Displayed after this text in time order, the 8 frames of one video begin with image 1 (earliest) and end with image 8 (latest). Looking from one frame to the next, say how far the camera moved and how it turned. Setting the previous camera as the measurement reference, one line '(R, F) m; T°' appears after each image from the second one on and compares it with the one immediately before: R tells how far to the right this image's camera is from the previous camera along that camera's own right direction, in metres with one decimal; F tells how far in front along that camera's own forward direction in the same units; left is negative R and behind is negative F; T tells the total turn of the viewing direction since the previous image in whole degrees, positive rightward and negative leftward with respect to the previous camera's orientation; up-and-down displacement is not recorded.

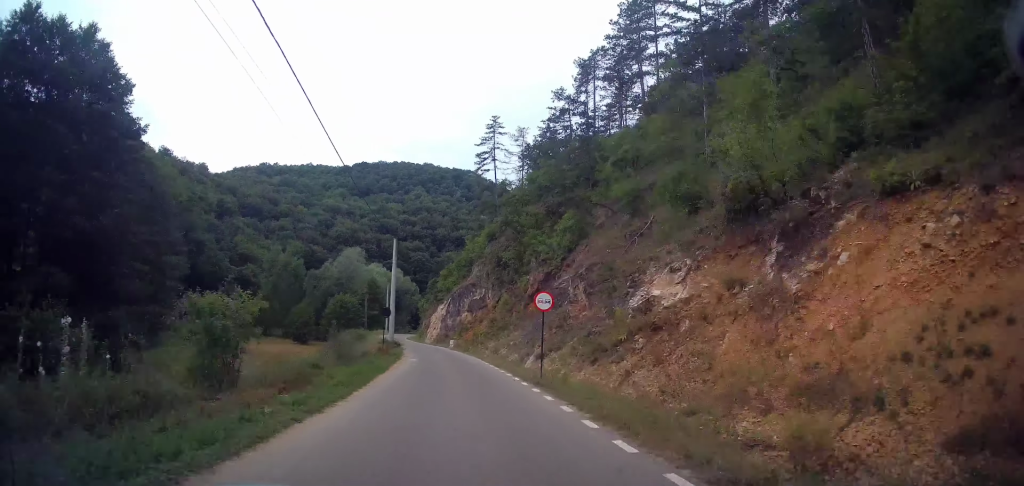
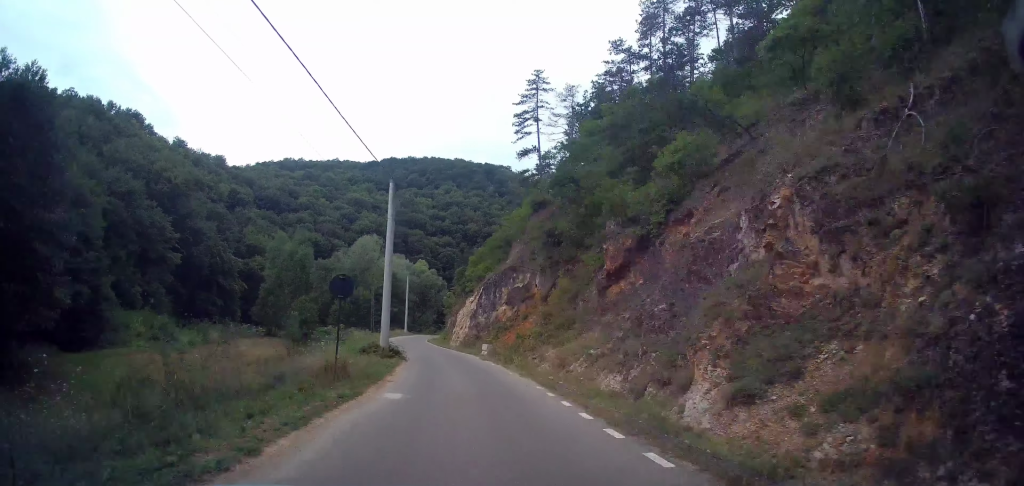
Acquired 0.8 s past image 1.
(-0.3, +14.7) m; -2°
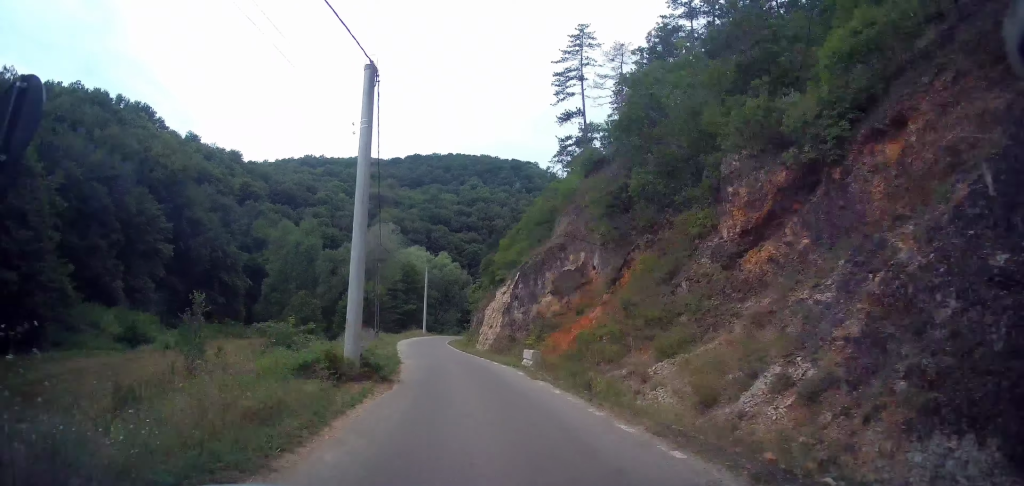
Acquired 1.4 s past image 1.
(+0.1, +10.5) m; -3°
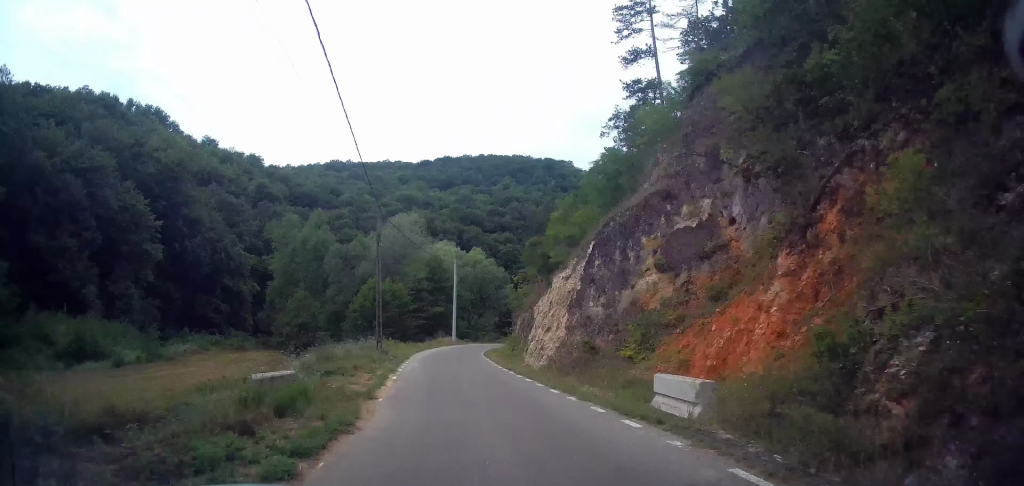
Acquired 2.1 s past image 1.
(-0.7, +12.0) m; -3°
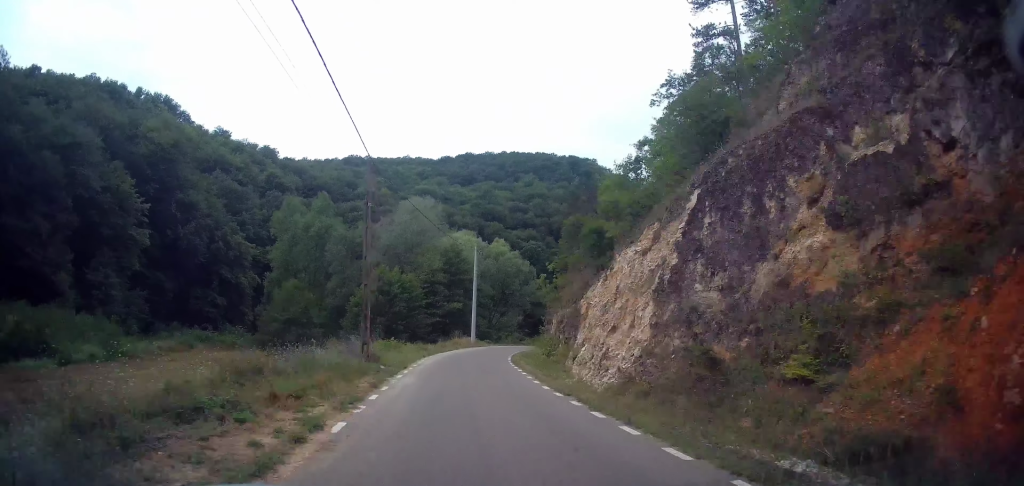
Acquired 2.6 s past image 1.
(-0.3, +7.9) m; -2°
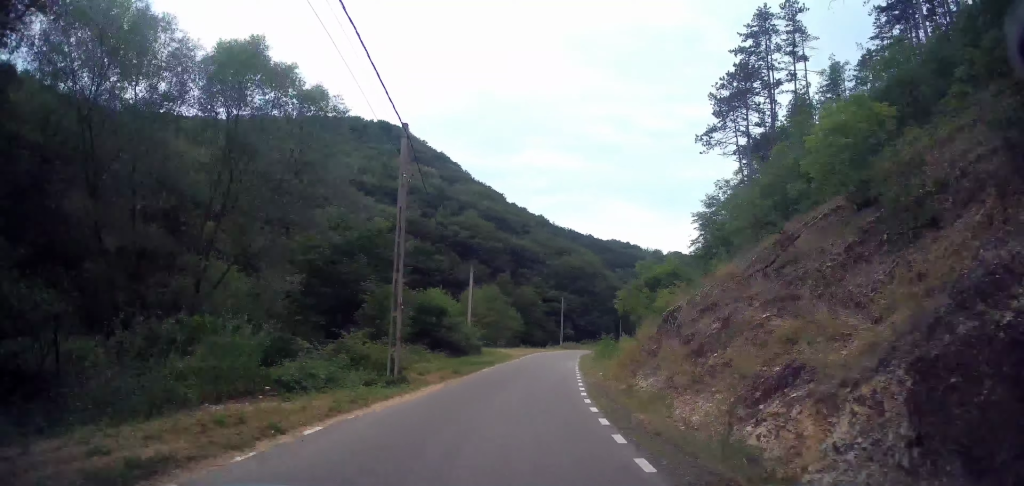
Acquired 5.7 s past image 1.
(+6.5, +49.9) m; +21°
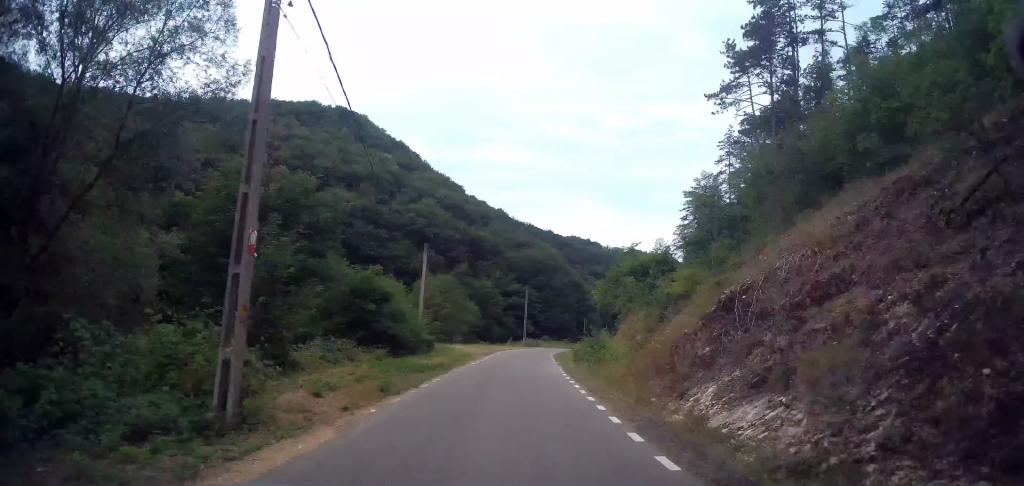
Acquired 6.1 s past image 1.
(+0.5, +7.8) m; +4°
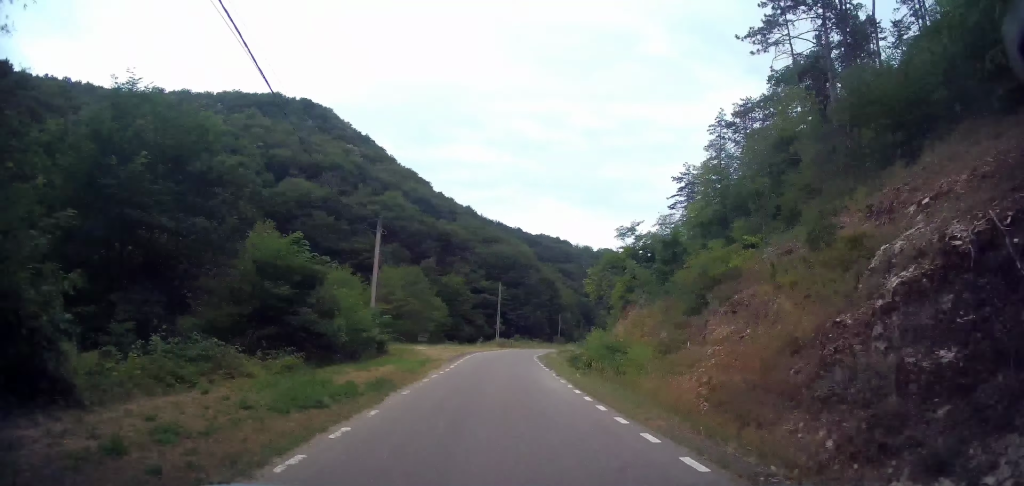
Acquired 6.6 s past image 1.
(0.0, +7.9) m; +4°
